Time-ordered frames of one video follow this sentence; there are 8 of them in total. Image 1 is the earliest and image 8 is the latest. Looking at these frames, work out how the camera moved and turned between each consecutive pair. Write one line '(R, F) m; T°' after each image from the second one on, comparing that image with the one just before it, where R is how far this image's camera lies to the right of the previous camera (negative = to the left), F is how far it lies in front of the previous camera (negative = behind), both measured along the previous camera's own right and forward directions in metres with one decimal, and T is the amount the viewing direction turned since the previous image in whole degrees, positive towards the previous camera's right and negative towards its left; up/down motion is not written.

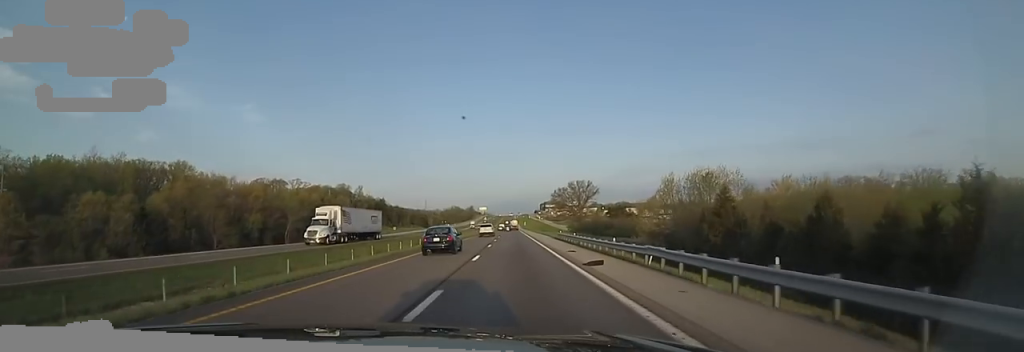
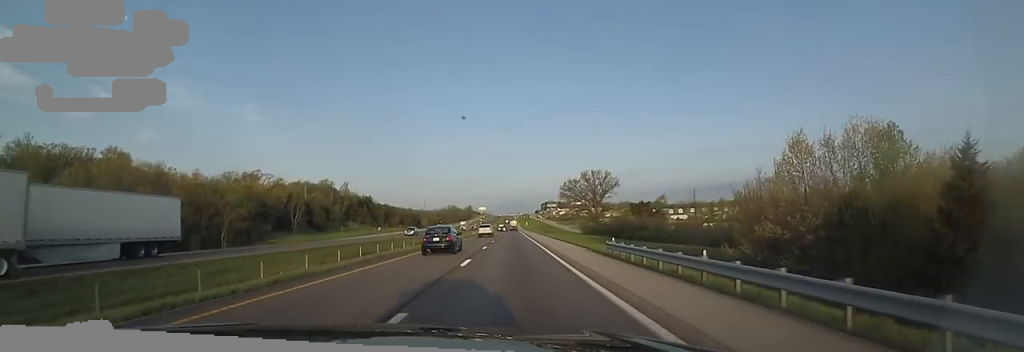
(-0.4, +26.7) m; -1°
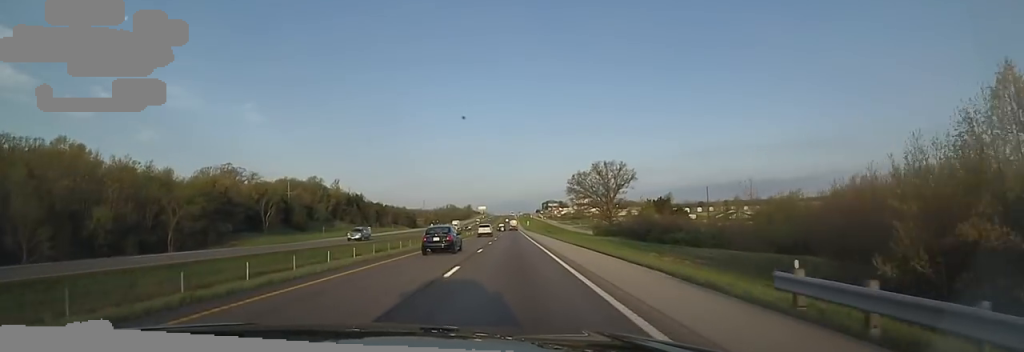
(-0.4, +15.5) m; 0°
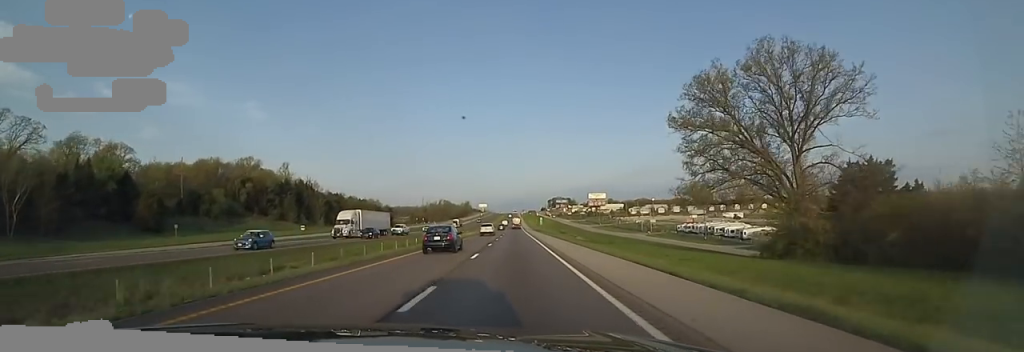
(+2.3, +65.7) m; +3°
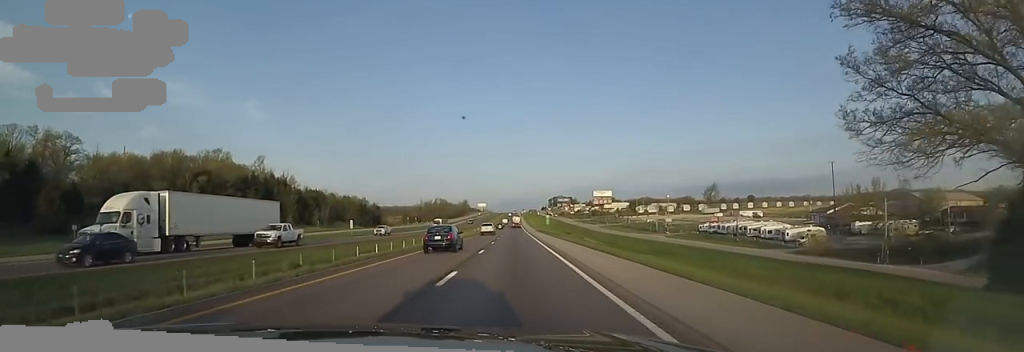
(-0.2, +21.3) m; 0°
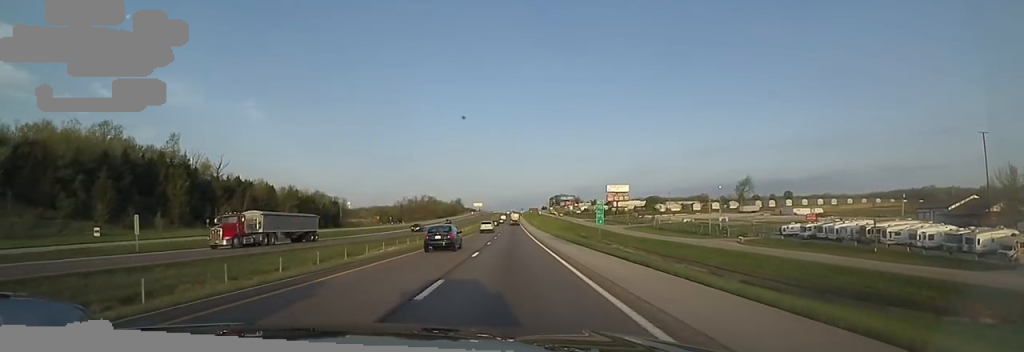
(+0.2, +51.2) m; 0°
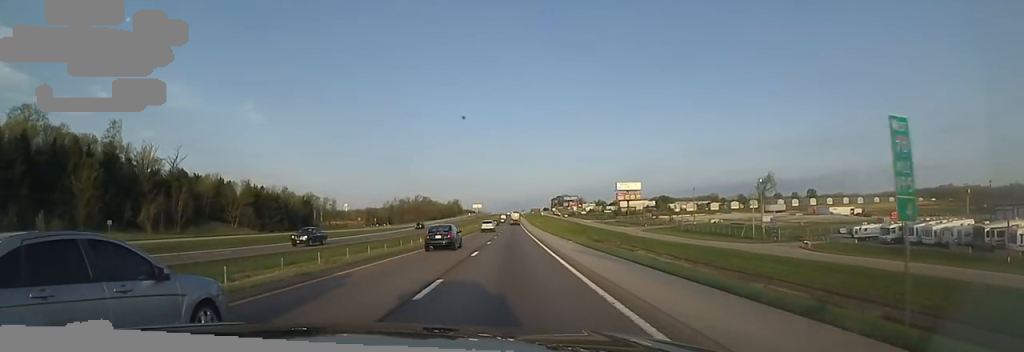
(-0.4, +24.5) m; 0°
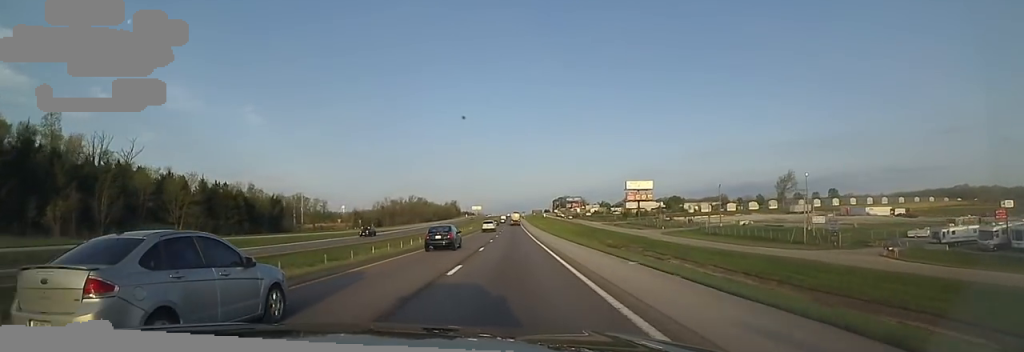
(+0.1, +19.9) m; 0°
